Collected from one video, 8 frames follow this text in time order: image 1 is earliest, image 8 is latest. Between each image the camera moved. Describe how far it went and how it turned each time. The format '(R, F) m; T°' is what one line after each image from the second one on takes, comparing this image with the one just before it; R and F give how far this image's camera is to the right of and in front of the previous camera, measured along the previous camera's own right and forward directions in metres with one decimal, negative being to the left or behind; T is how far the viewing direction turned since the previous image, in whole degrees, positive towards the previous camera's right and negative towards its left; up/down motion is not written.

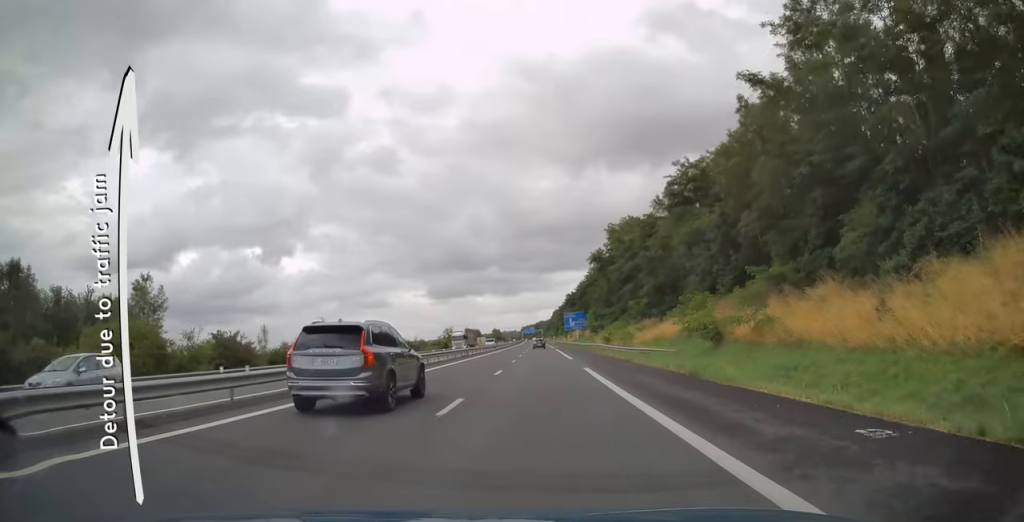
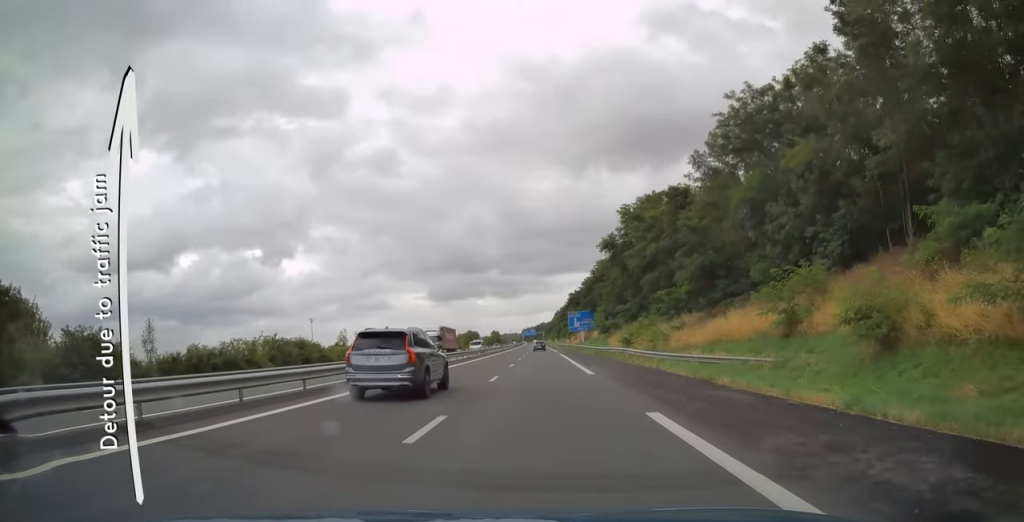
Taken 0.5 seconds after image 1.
(0.0, +15.8) m; 0°
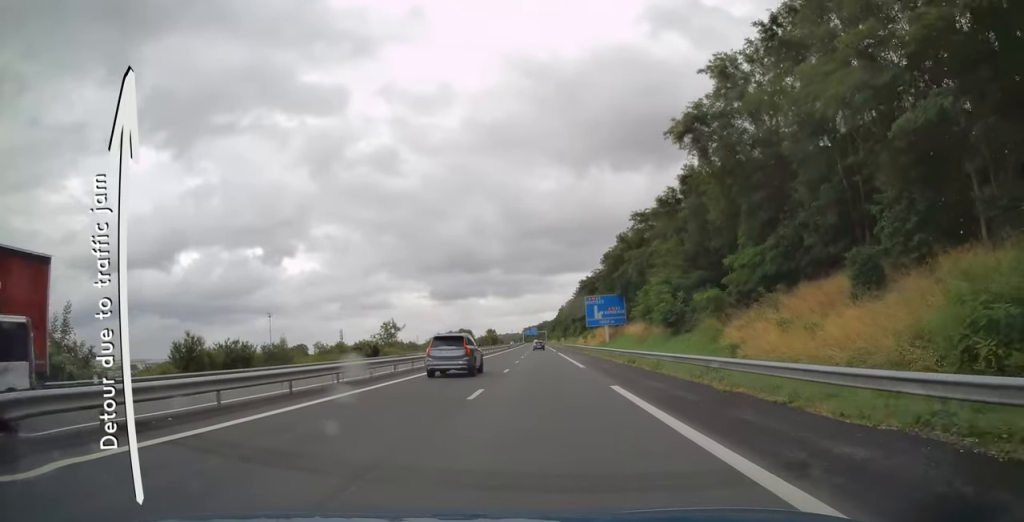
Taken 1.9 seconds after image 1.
(+0.1, +45.8) m; 0°
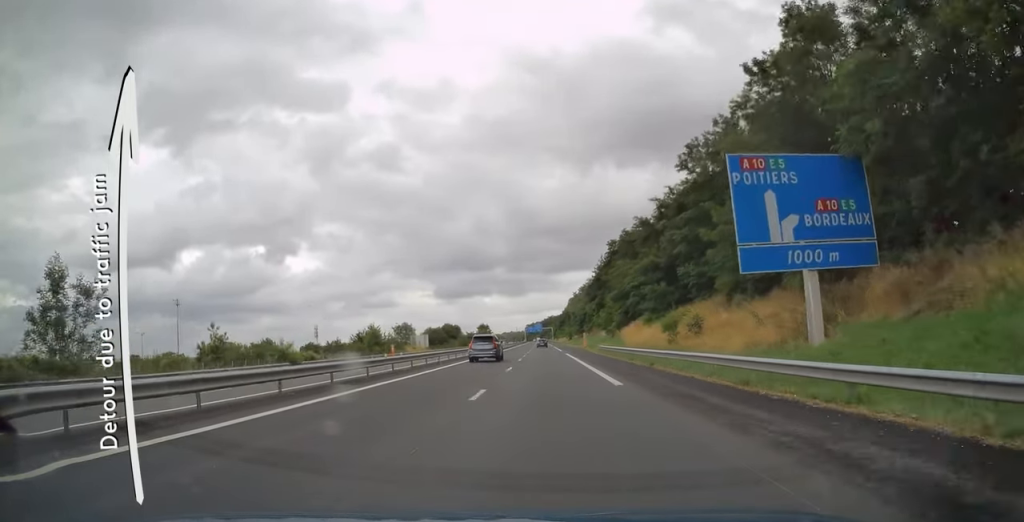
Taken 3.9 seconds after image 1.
(0.0, +65.9) m; 0°
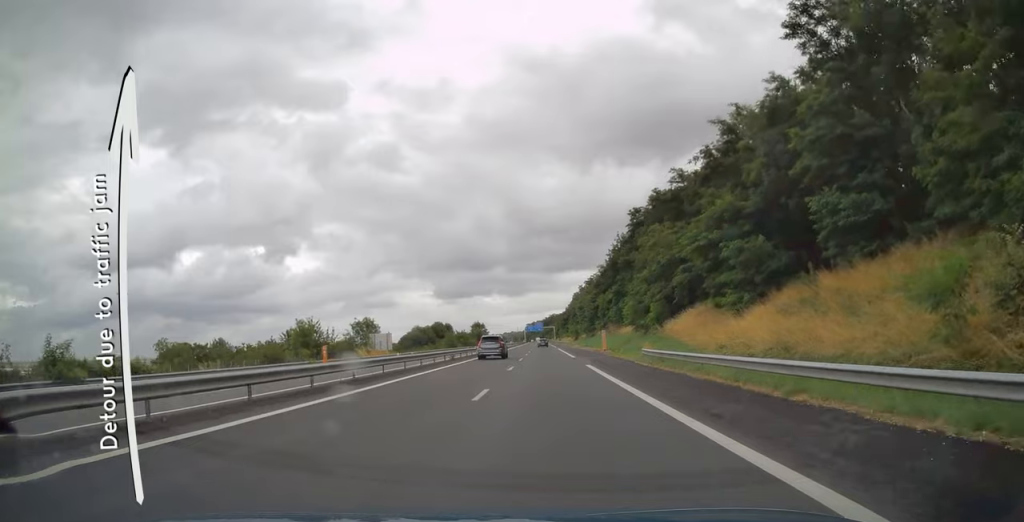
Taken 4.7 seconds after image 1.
(0.0, +26.2) m; -1°
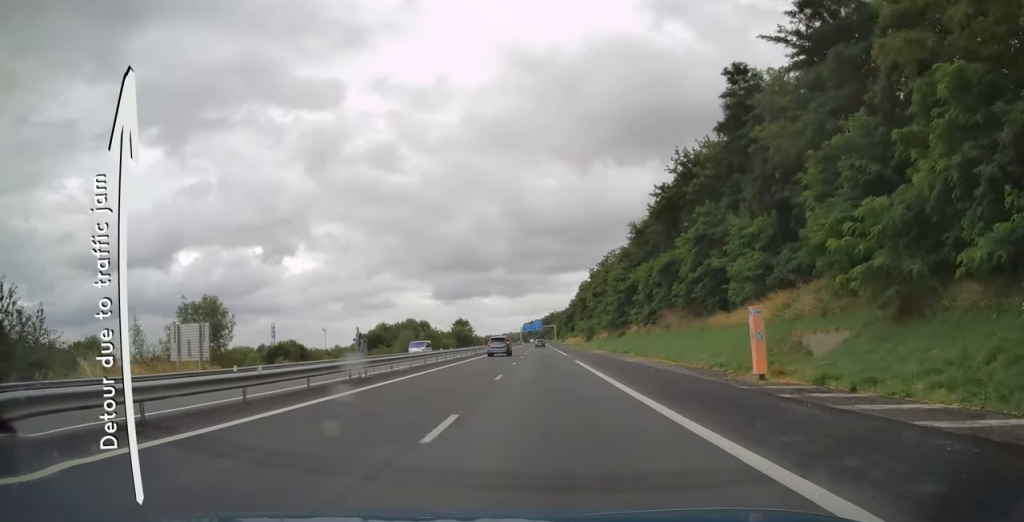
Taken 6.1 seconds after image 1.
(-0.6, +44.6) m; 0°
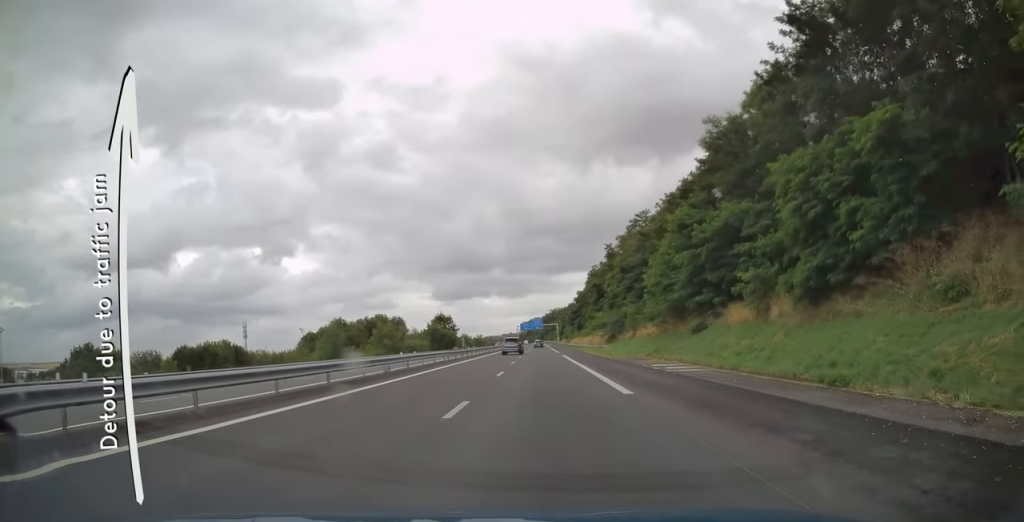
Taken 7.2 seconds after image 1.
(+0.3, +36.4) m; +1°
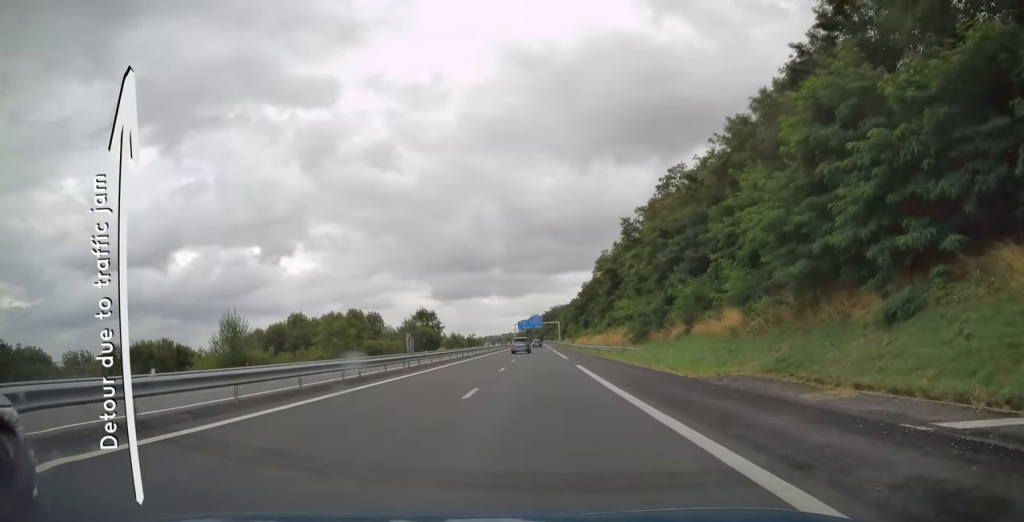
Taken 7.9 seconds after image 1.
(+0.2, +22.2) m; 0°
